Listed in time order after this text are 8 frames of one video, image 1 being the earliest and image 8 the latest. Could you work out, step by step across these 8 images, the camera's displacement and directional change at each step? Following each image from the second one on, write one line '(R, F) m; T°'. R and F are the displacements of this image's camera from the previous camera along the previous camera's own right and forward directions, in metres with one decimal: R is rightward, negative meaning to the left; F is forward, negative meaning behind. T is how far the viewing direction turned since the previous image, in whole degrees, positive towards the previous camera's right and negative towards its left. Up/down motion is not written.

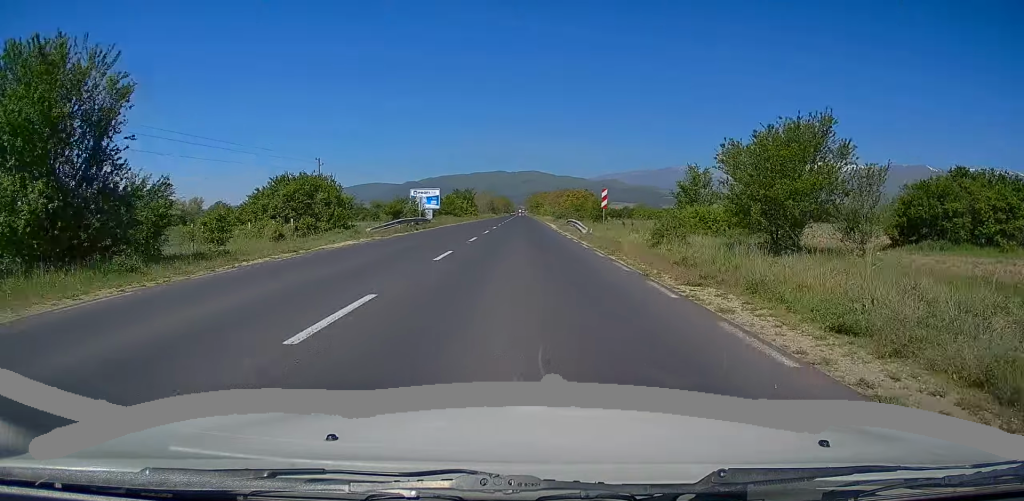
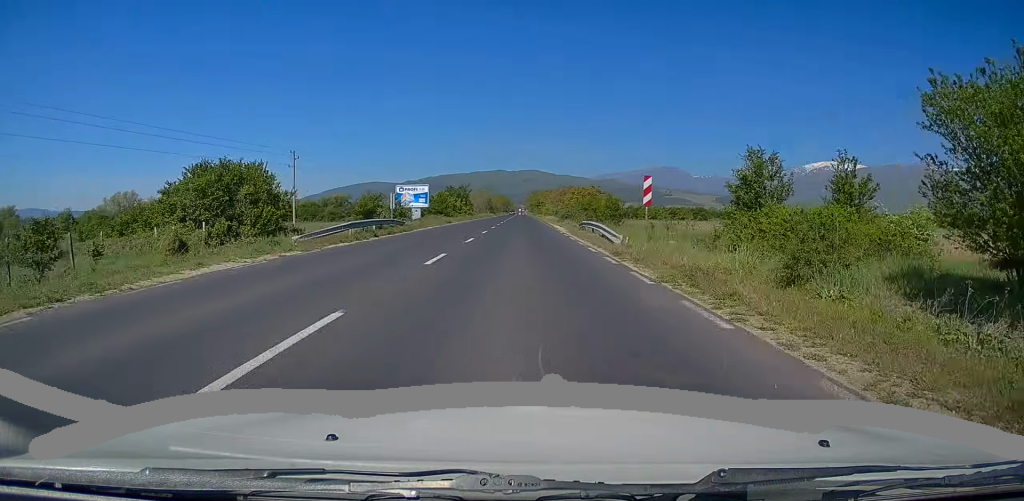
(-0.2, +10.3) m; 0°
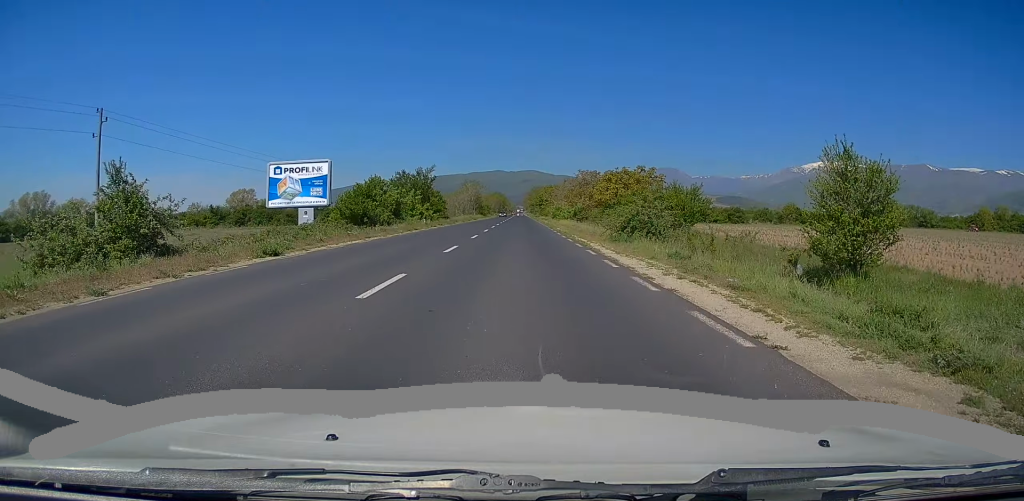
(+0.3, +40.3) m; +1°
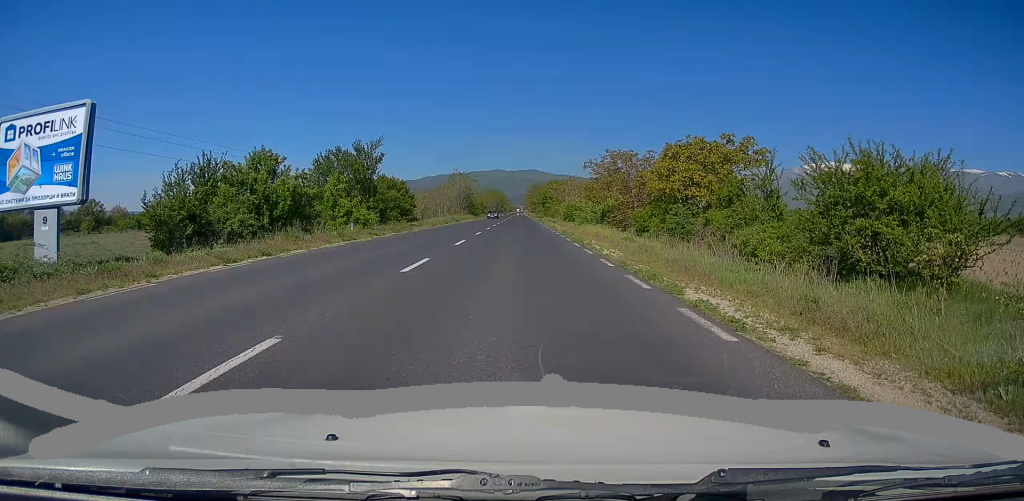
(-0.1, +23.3) m; 0°
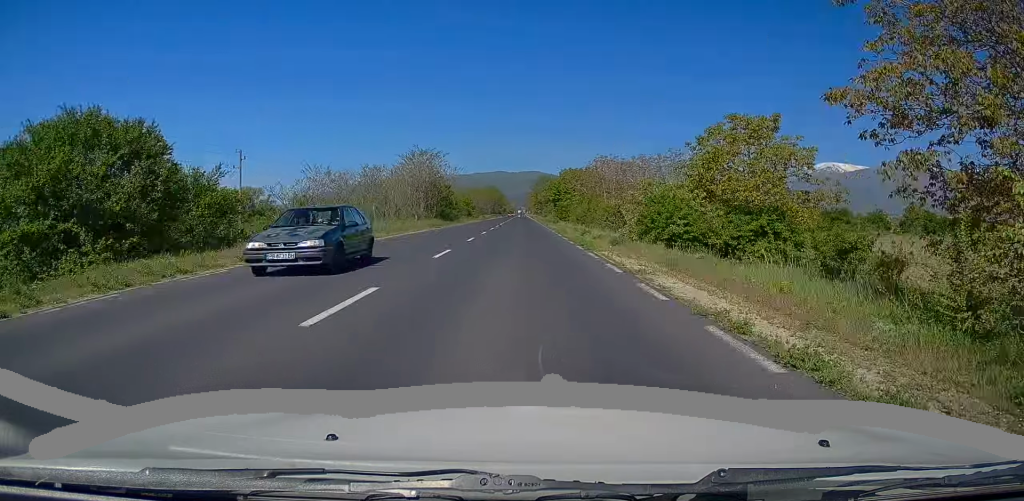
(0.0, +40.2) m; 0°
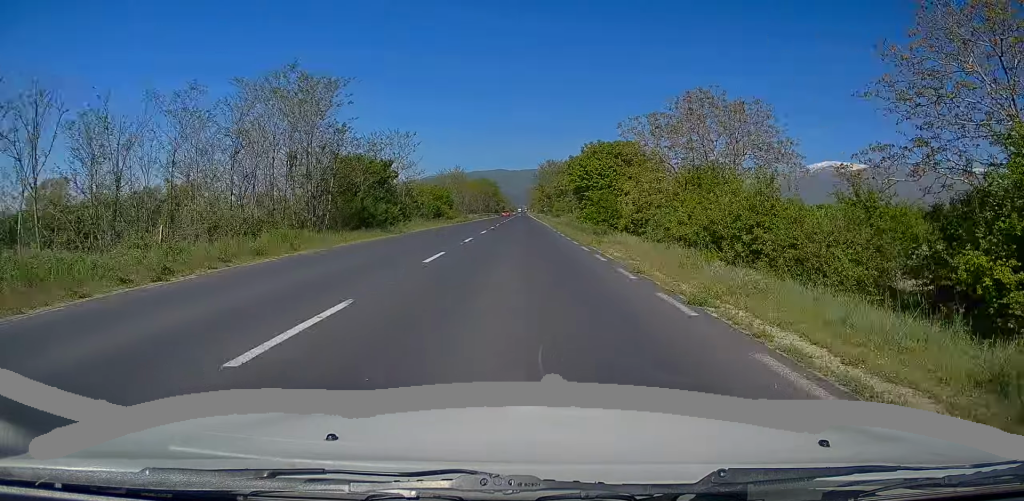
(-0.4, +36.6) m; 0°
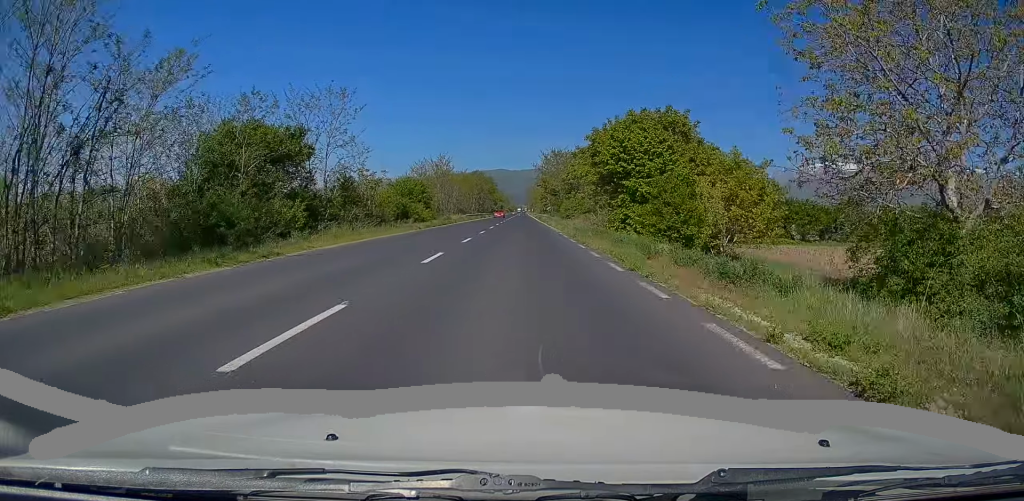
(+0.1, +18.1) m; 0°
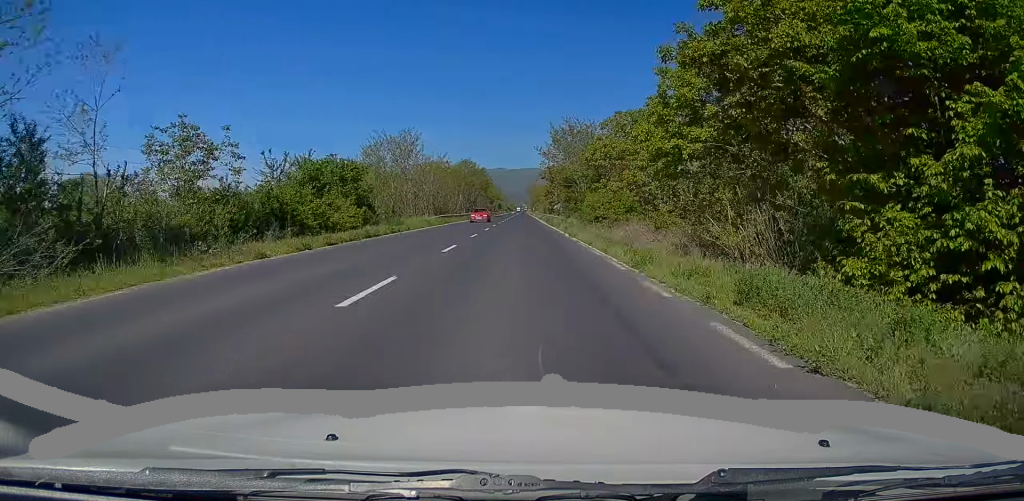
(+0.2, +23.6) m; 0°
